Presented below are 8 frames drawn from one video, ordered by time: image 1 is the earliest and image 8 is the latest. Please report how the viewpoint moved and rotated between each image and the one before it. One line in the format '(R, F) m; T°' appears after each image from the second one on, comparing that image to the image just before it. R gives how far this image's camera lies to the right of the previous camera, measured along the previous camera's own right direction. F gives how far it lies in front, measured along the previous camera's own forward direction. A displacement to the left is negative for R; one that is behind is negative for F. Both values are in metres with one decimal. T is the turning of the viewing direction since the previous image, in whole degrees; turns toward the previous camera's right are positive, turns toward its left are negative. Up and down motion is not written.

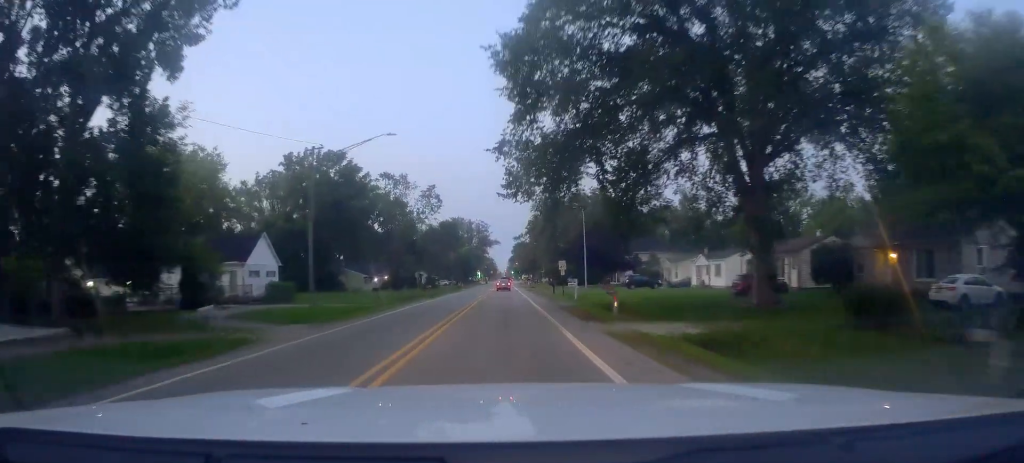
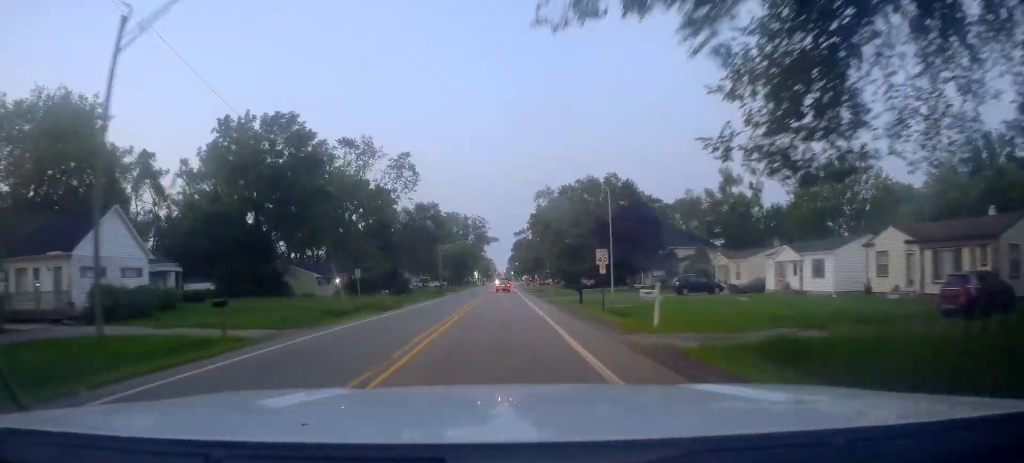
(-0.8, +21.2) m; -1°
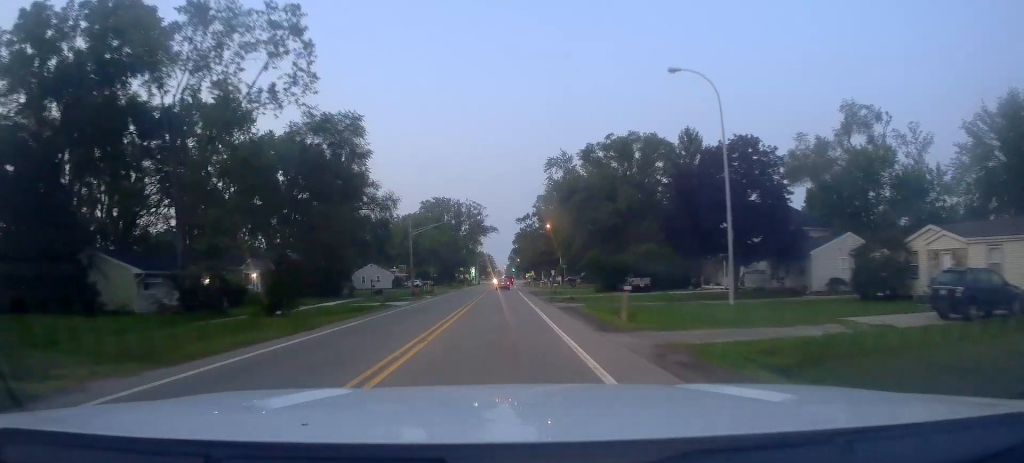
(+1.3, +33.8) m; +3°
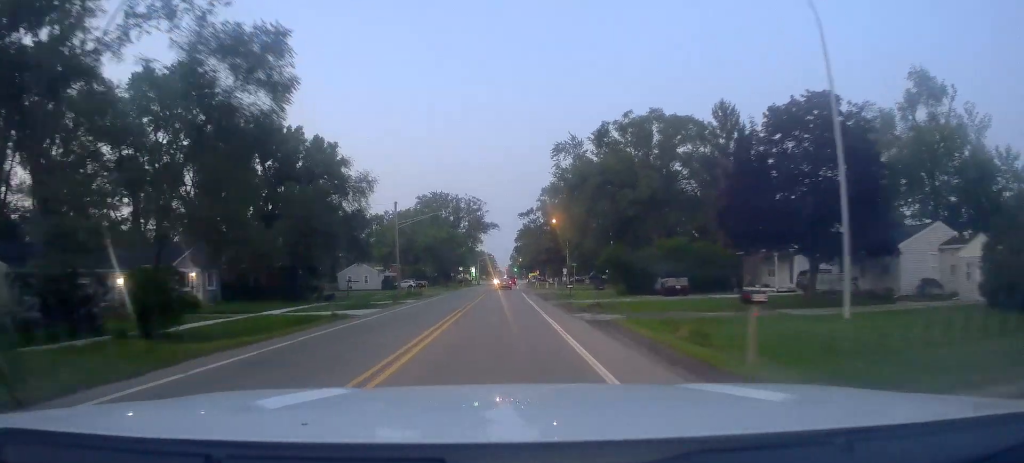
(-0.2, +10.8) m; 0°
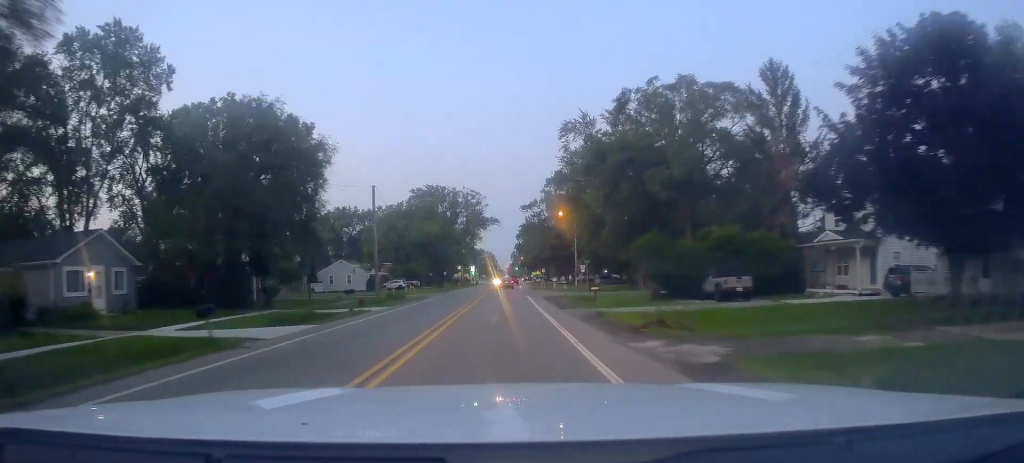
(+0.1, +11.4) m; -1°
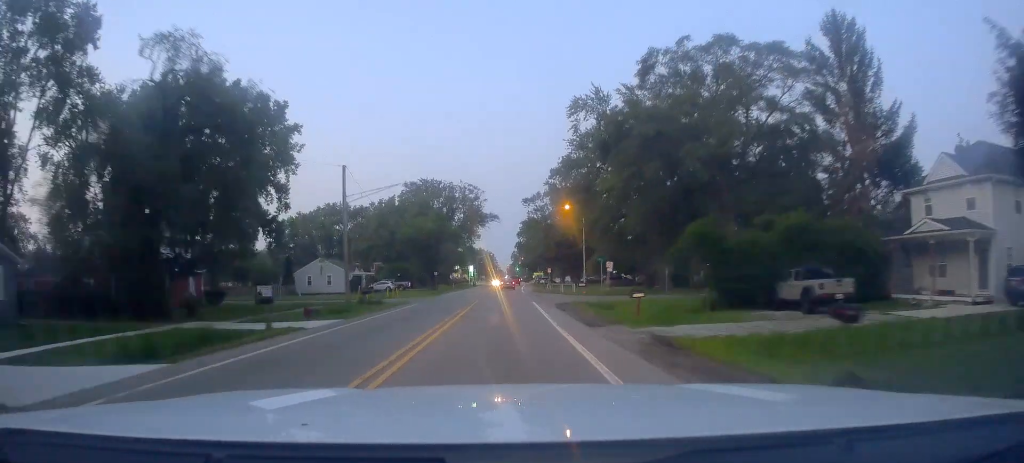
(+0.3, +10.2) m; -1°
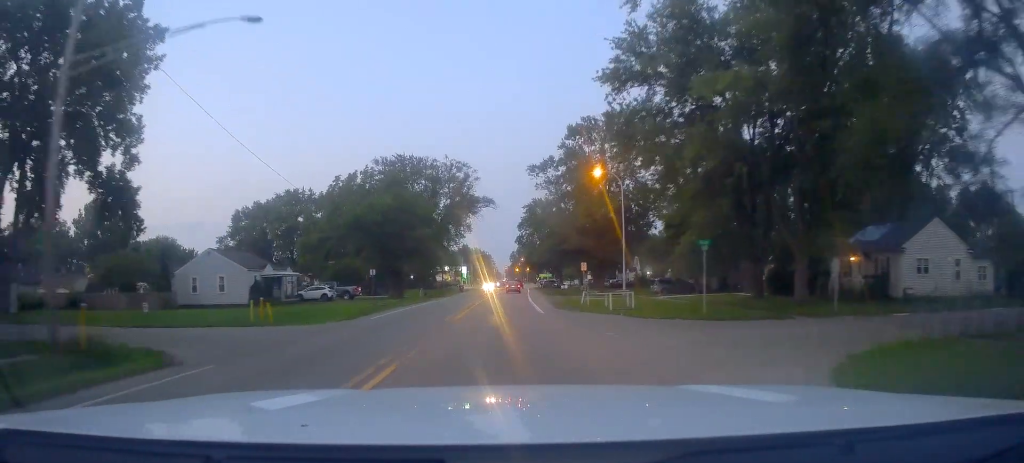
(-0.3, +30.7) m; +2°
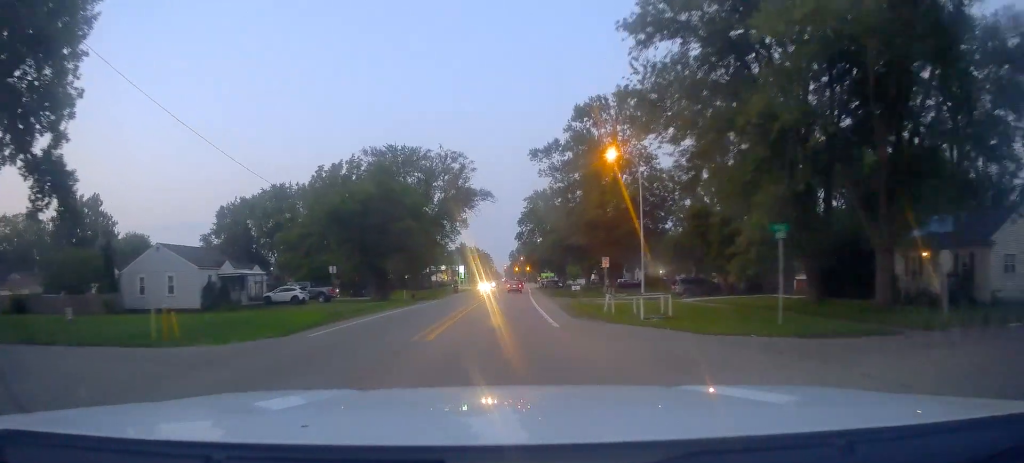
(+0.1, +8.2) m; 0°
